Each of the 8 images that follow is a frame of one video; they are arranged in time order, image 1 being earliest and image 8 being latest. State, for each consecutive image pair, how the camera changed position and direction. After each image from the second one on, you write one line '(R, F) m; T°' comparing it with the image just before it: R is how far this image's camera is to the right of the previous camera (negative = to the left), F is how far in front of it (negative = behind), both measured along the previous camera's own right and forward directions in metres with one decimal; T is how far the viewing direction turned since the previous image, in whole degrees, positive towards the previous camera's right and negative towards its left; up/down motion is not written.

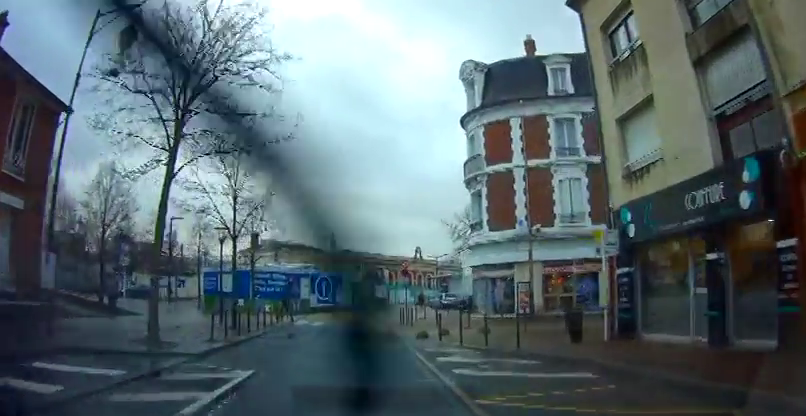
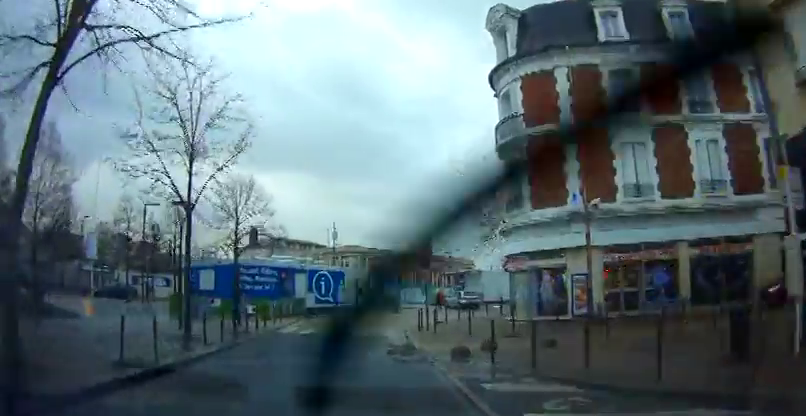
(-0.3, +6.2) m; 0°
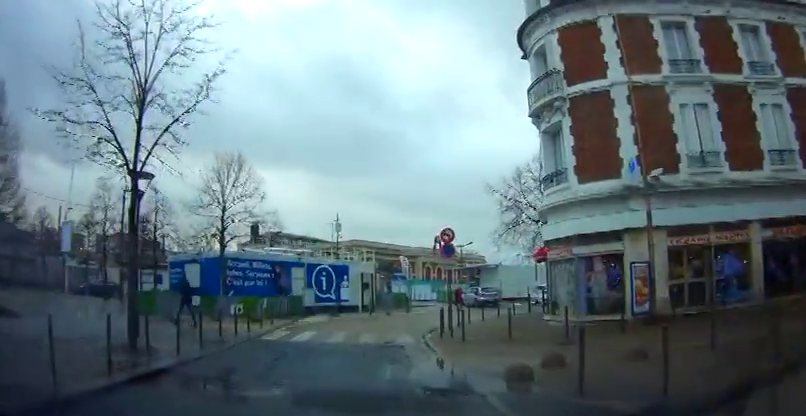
(+0.3, +4.3) m; -1°
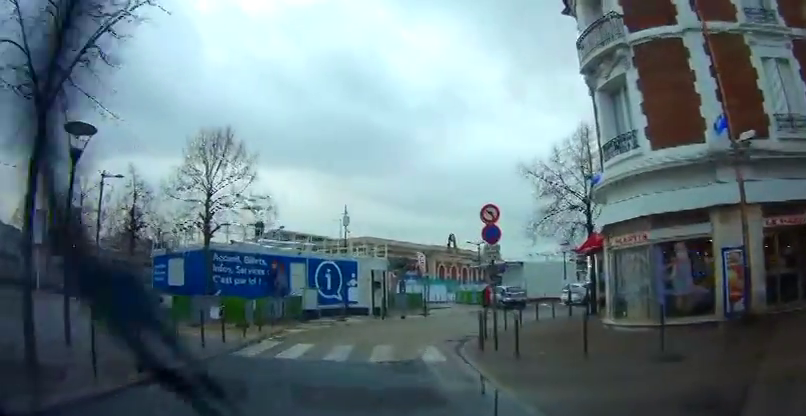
(-0.1, +4.6) m; -2°
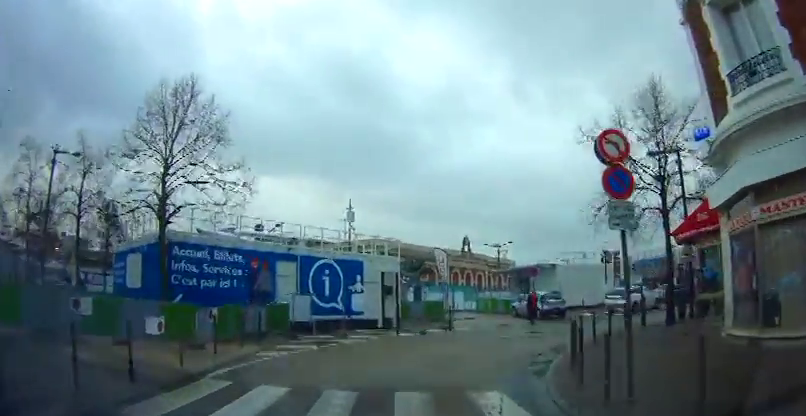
(-0.3, +6.0) m; -1°
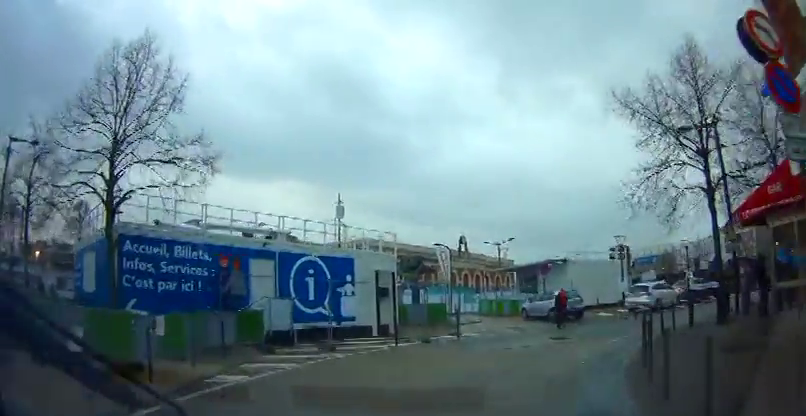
(-0.1, +3.2) m; +3°
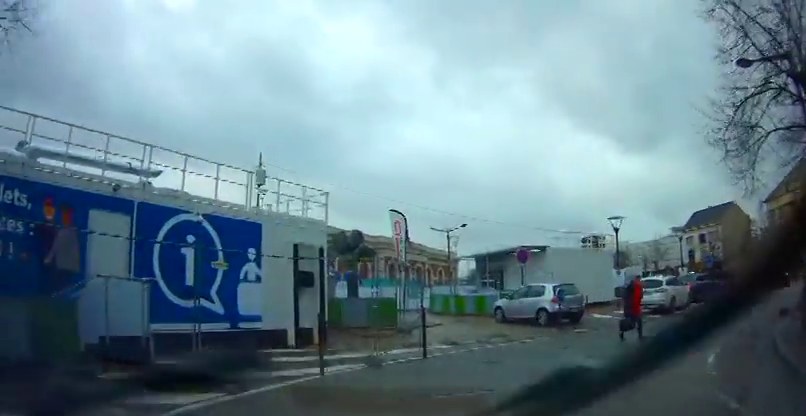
(+0.6, +7.2) m; +8°
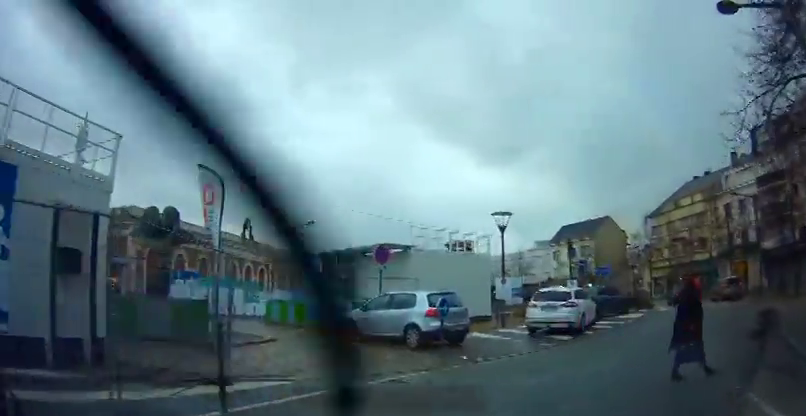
(+0.4, +5.2) m; +15°
